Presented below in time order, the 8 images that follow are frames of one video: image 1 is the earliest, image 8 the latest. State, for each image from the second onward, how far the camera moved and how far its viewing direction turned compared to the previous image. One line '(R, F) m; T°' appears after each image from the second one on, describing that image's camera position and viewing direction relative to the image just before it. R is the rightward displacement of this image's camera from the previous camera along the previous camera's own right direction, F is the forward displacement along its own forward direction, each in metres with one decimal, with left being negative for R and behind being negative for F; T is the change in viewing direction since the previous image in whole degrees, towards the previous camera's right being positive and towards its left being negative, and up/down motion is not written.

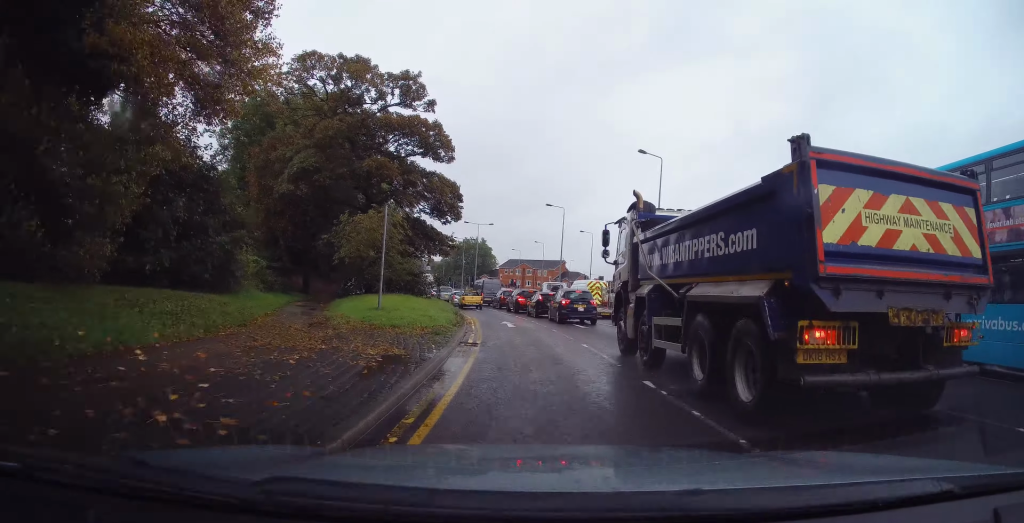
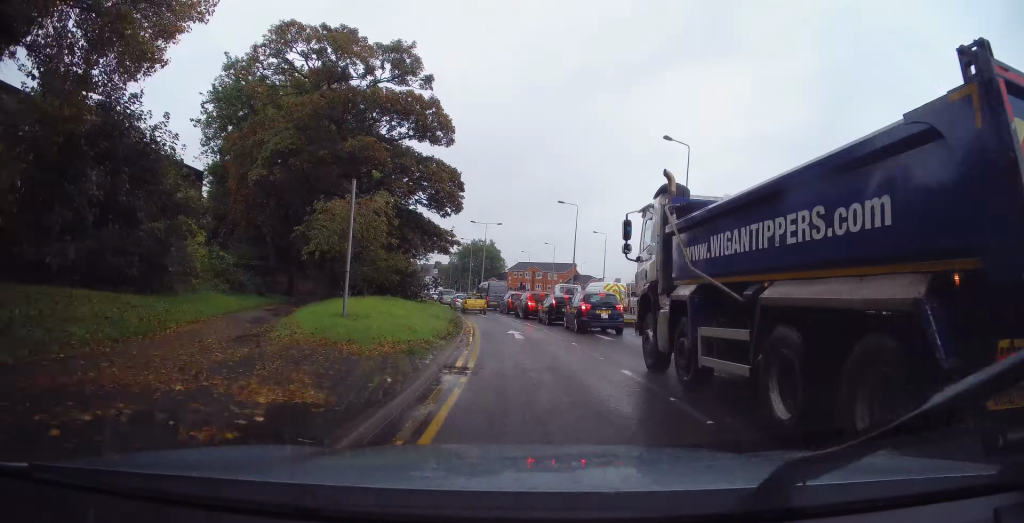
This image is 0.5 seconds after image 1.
(0.0, +4.7) m; -1°
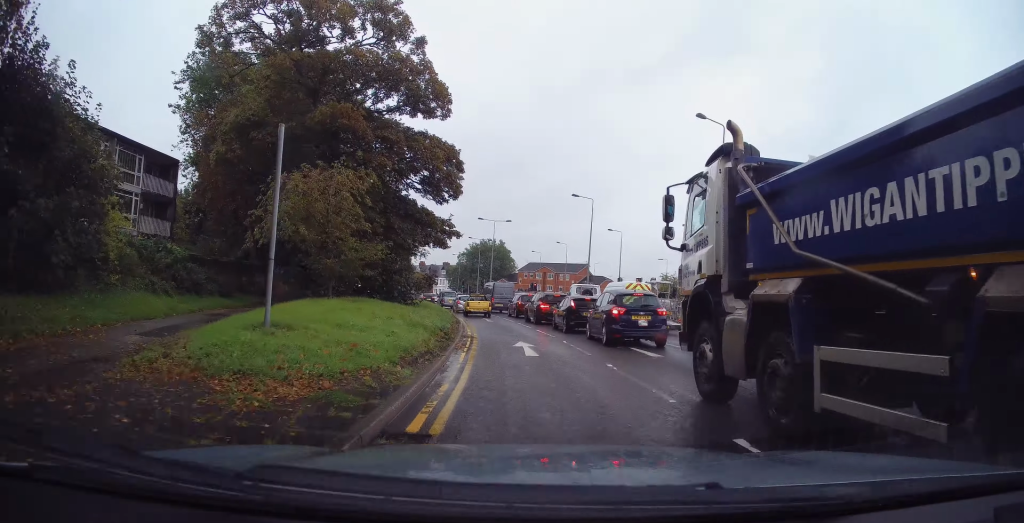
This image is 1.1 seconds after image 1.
(+0.1, +5.2) m; -2°
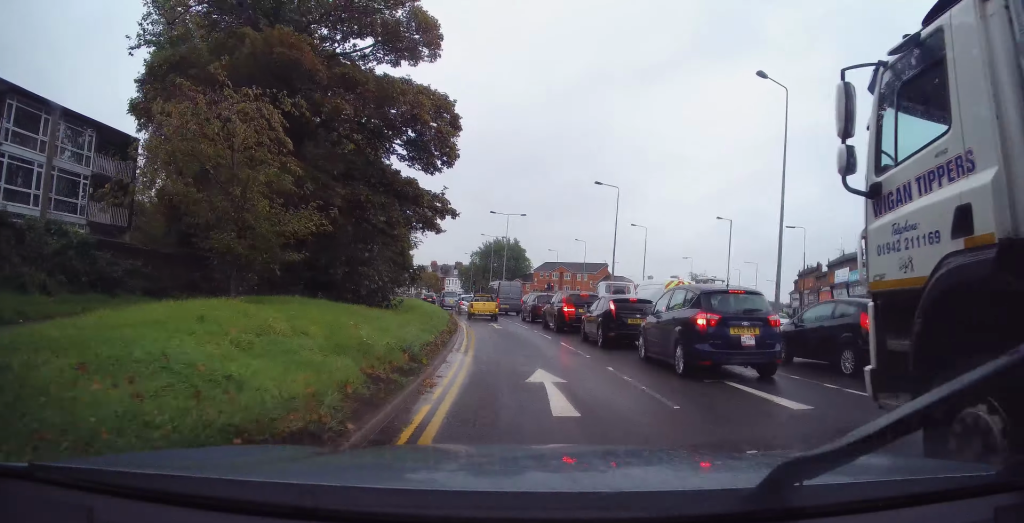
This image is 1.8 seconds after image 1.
(-0.3, +6.6) m; -2°
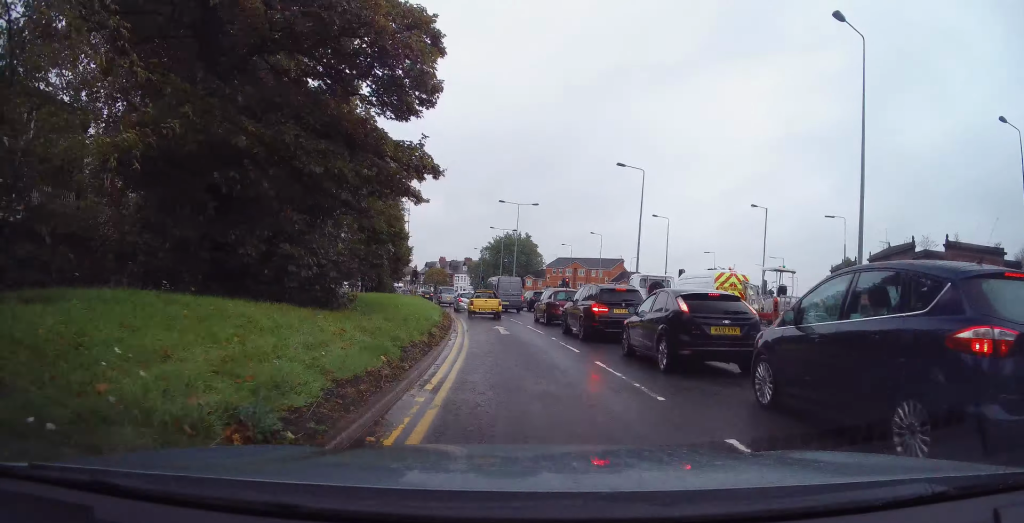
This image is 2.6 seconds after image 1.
(-0.1, +6.0) m; -1°
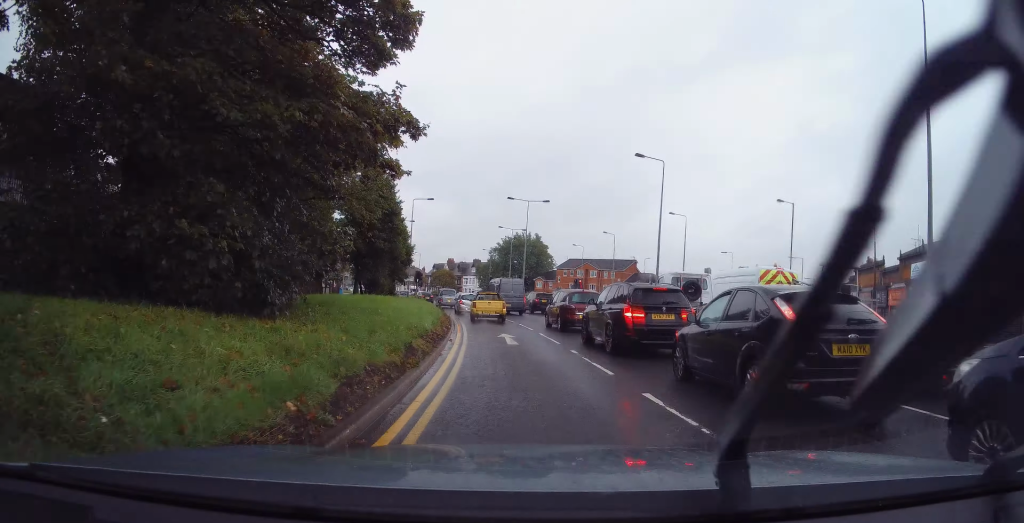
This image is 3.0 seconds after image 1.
(0.0, +3.7) m; 0°
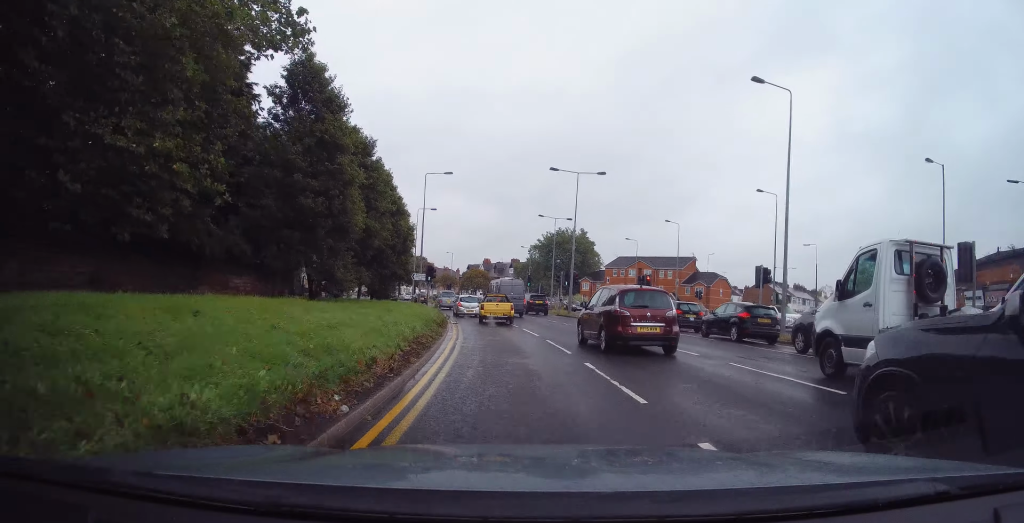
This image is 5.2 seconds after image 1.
(-0.6, +15.2) m; -7°
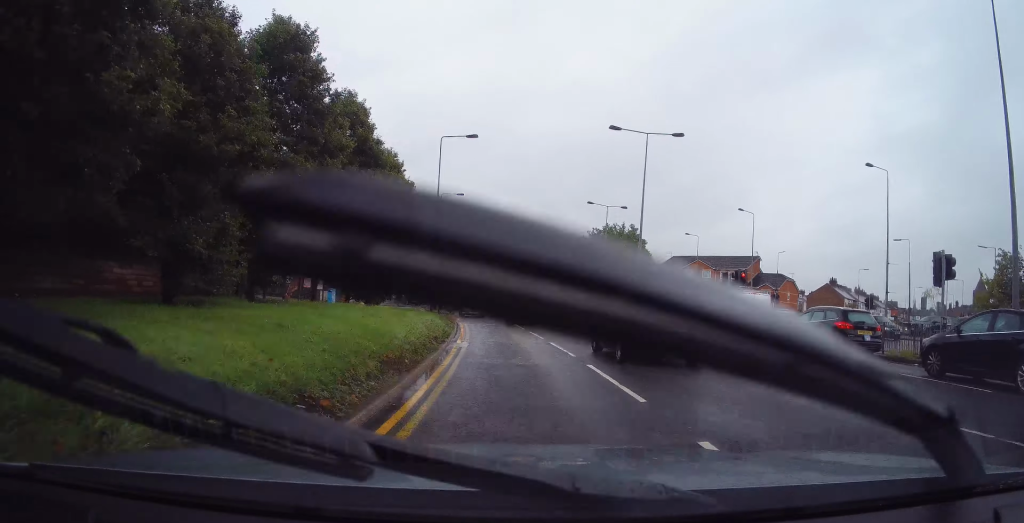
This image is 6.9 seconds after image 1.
(-0.8, +11.5) m; -8°
